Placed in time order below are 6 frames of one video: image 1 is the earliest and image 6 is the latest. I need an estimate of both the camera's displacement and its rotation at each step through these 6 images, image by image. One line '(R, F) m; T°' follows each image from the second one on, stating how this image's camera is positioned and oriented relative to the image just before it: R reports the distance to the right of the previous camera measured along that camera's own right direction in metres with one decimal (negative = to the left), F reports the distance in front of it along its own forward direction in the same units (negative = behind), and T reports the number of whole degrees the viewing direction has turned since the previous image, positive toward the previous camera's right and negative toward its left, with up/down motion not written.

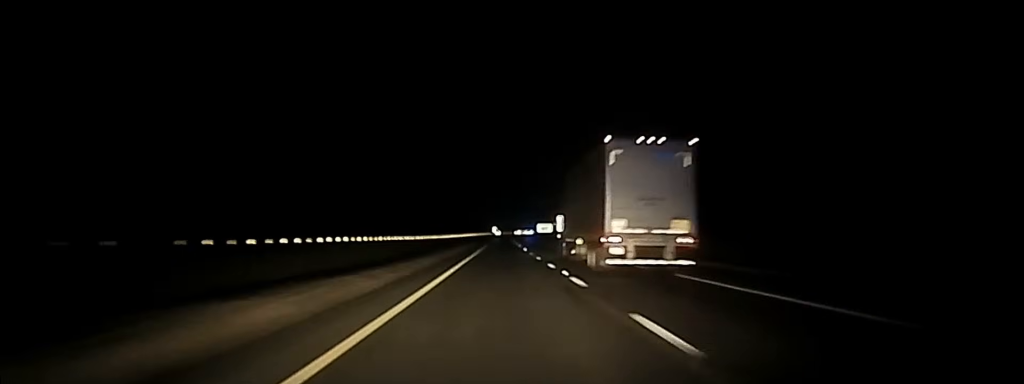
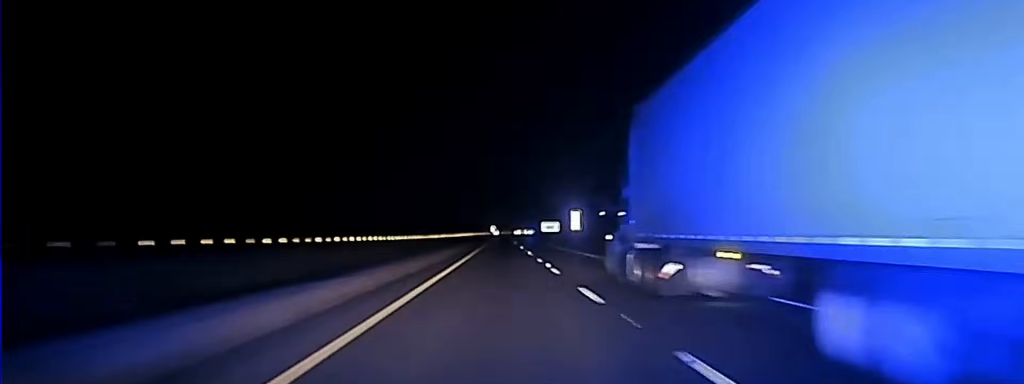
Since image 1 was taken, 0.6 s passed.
(+0.2, +38.9) m; 0°
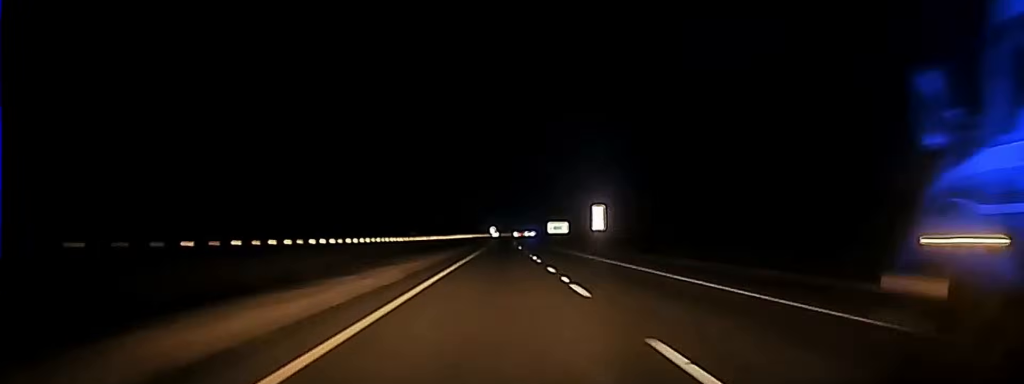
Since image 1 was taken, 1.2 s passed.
(0.0, +33.8) m; 0°
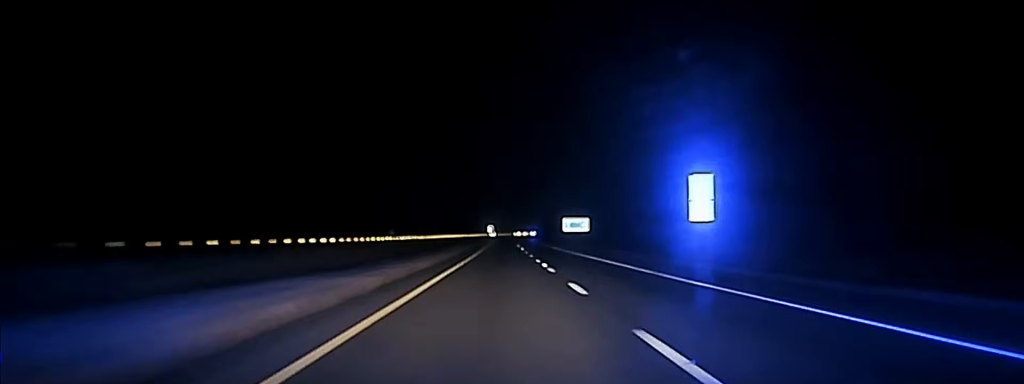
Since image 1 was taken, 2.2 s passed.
(-0.4, +63.4) m; 0°
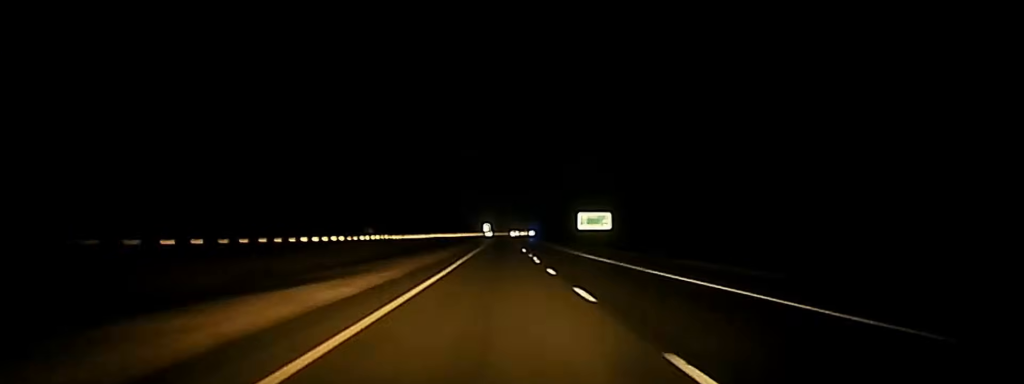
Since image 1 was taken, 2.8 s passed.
(-0.1, +34.9) m; 0°
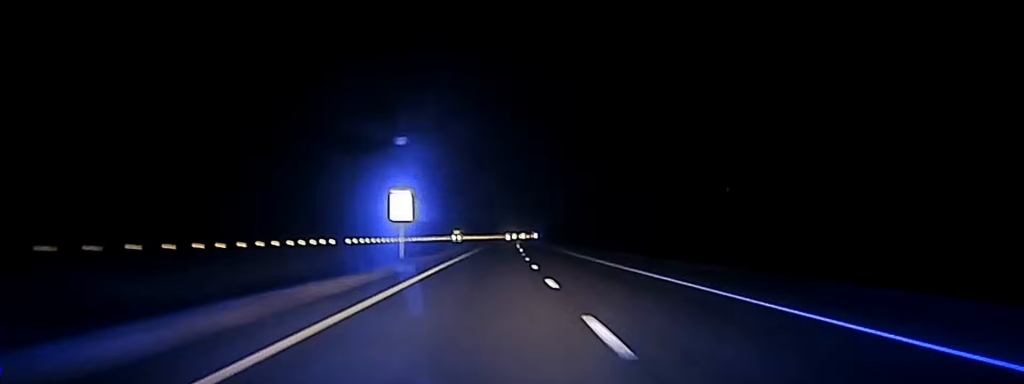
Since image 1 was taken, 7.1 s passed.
(+1.0, +263.7) m; 0°
